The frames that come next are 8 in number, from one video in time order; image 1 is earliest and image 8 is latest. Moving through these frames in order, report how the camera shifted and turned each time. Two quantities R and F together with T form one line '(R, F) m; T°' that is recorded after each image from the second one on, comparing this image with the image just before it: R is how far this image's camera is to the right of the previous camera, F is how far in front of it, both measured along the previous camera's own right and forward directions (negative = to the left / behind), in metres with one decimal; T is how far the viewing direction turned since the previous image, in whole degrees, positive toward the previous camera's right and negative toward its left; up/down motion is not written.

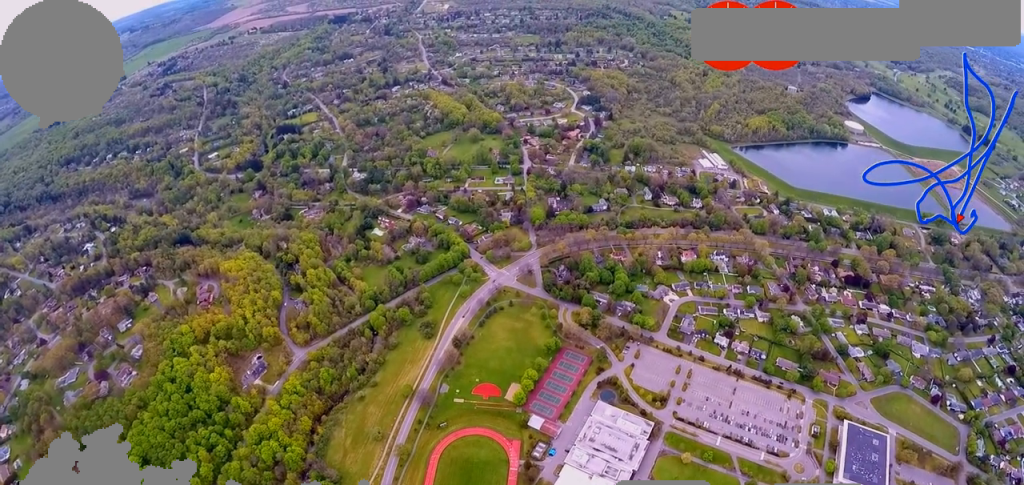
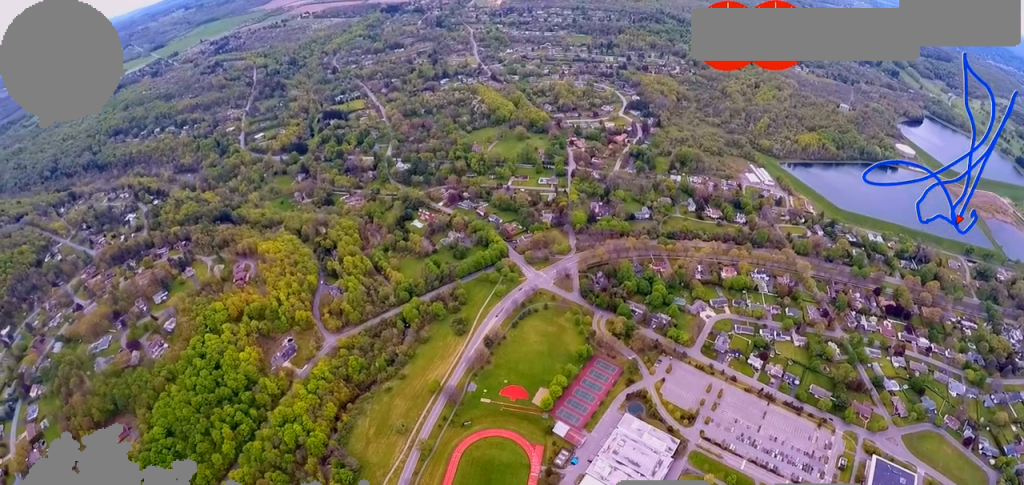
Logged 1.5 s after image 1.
(-0.2, +5.6) m; -2°
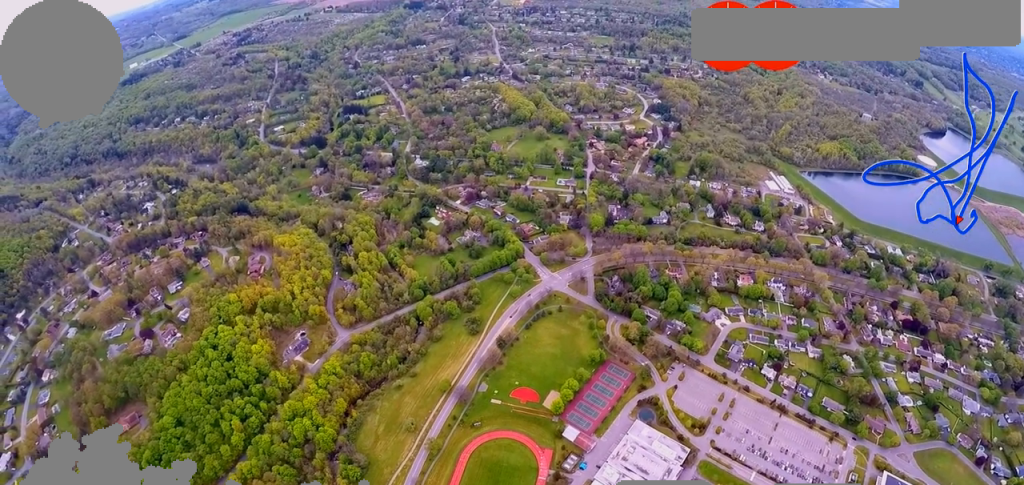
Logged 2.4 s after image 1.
(0.0, +2.7) m; 0°
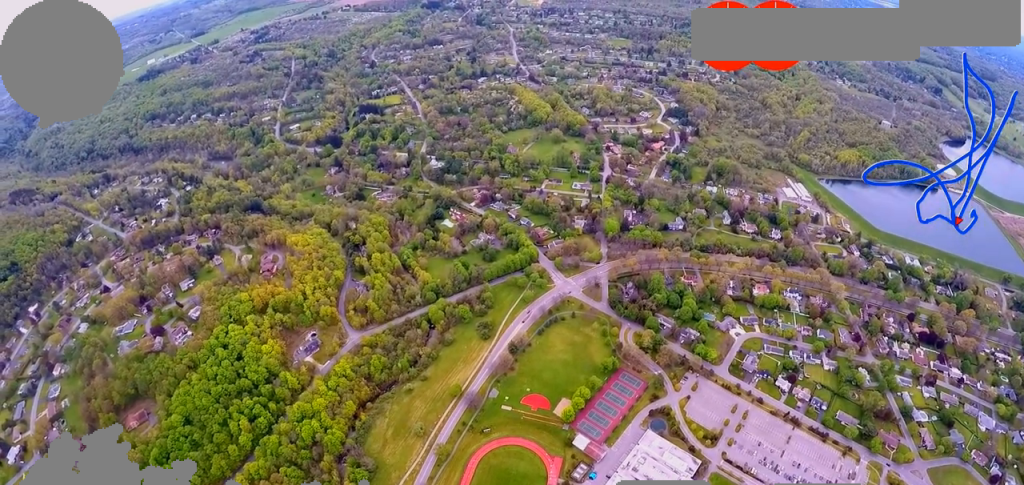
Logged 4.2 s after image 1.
(0.0, +4.9) m; 0°
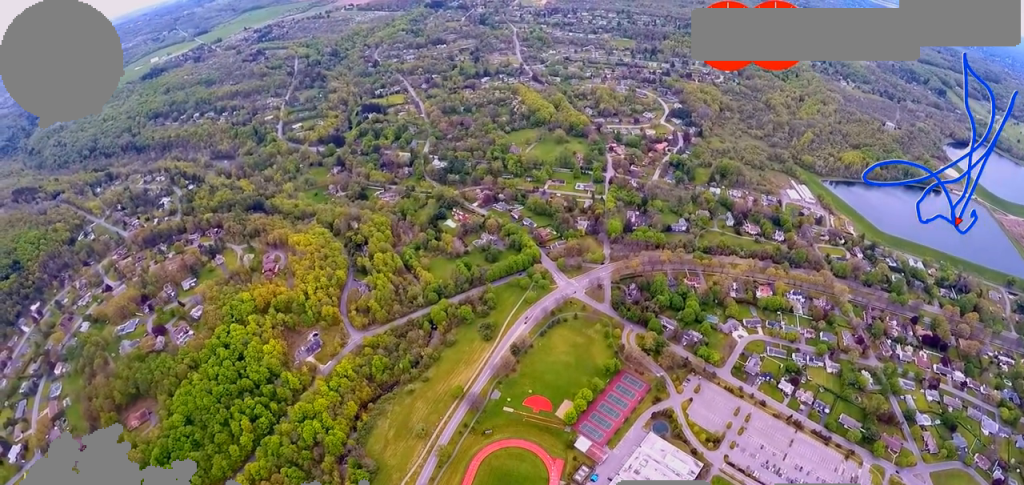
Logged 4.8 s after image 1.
(0.0, +1.5) m; 0°
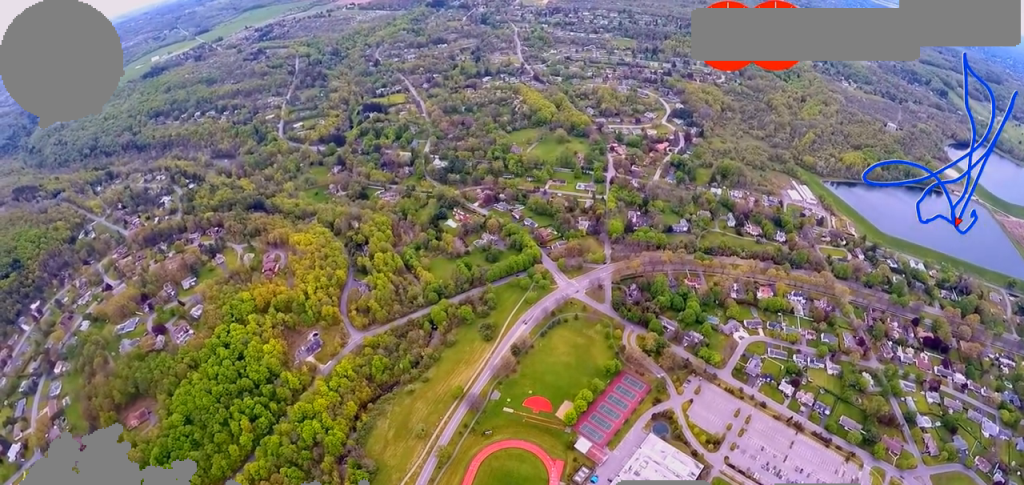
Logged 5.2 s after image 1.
(0.0, +0.9) m; 0°
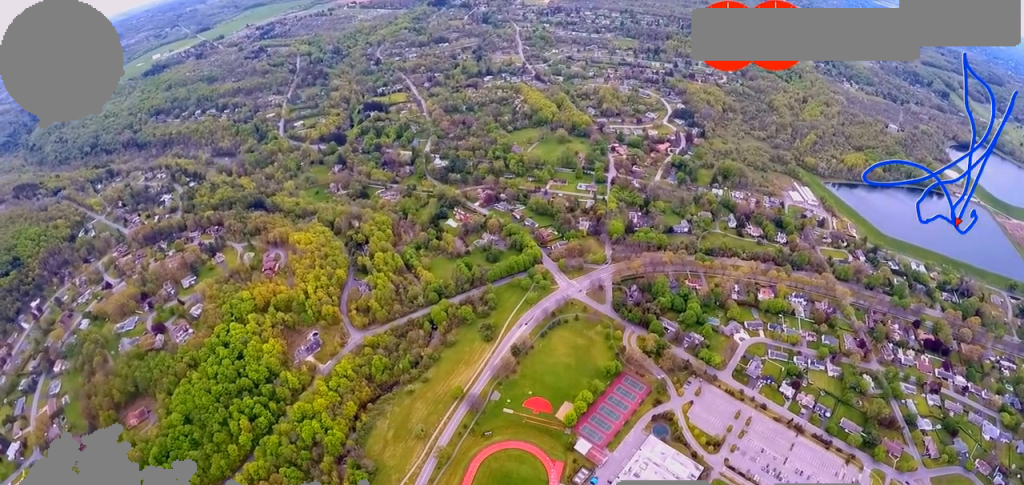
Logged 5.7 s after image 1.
(0.0, +1.1) m; 0°
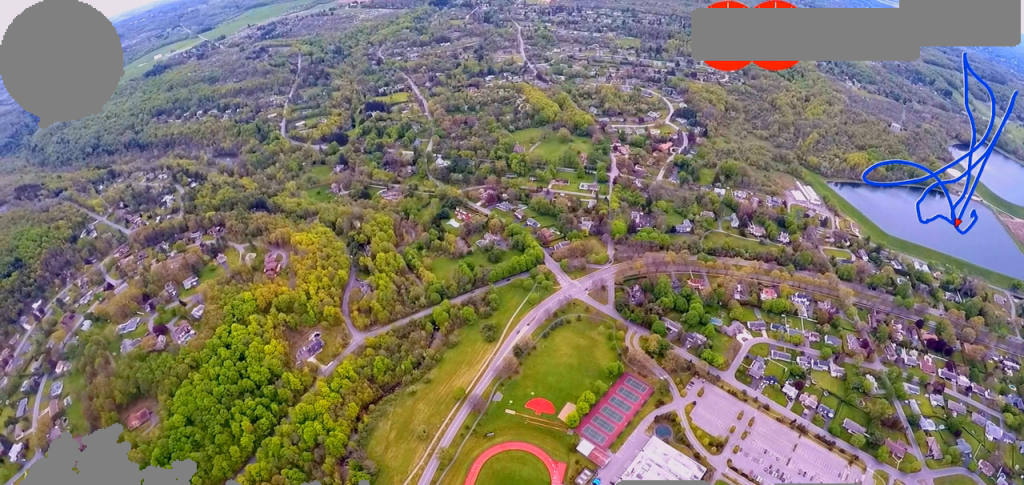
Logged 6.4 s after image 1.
(0.0, +1.3) m; 0°
